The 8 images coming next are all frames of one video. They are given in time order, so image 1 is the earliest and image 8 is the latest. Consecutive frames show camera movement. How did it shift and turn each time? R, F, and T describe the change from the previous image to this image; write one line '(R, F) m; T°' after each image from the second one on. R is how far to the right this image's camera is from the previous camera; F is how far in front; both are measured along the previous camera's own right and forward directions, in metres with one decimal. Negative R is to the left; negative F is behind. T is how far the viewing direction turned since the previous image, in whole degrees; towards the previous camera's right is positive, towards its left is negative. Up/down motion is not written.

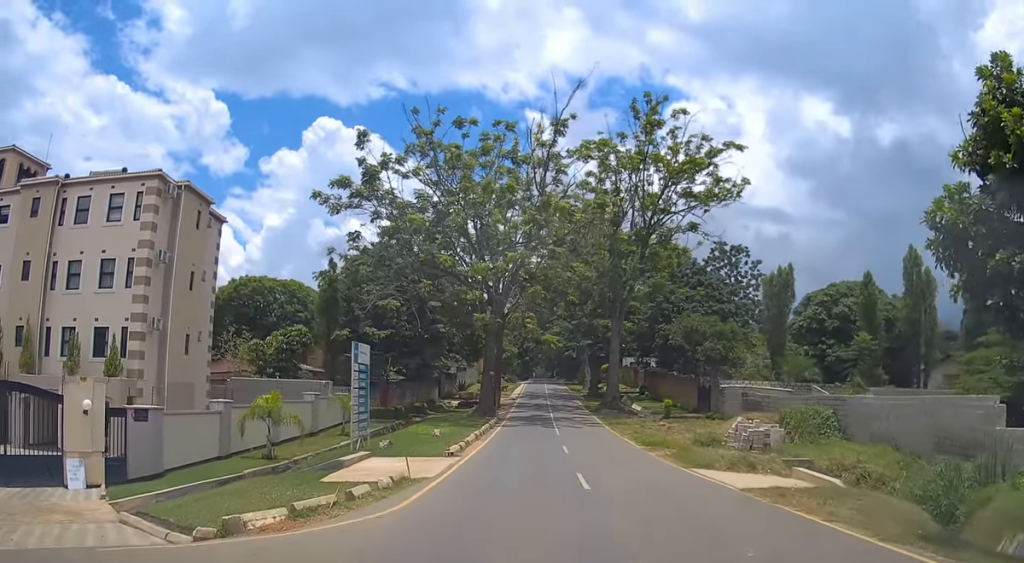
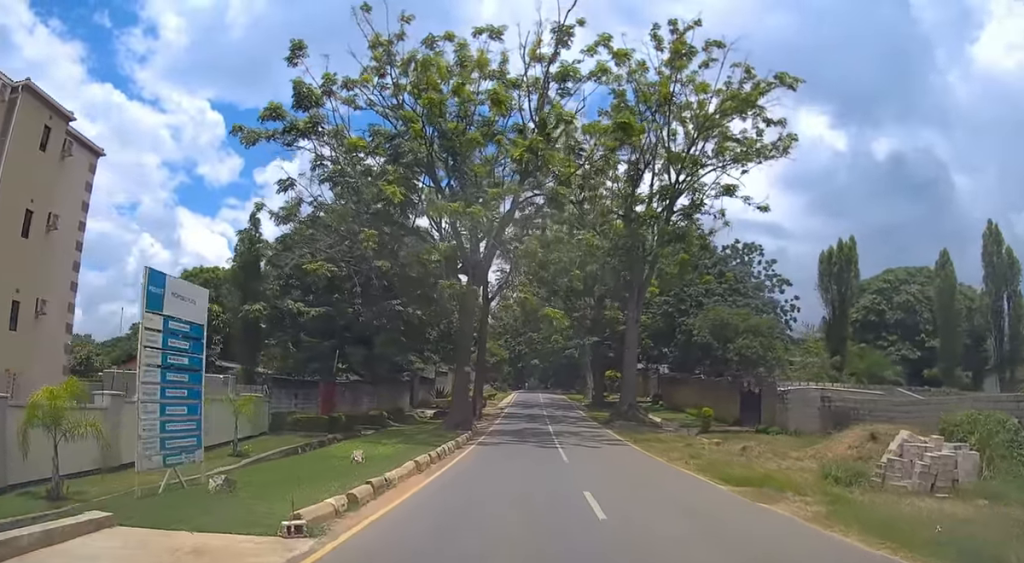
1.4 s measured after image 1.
(-0.1, +12.3) m; -1°
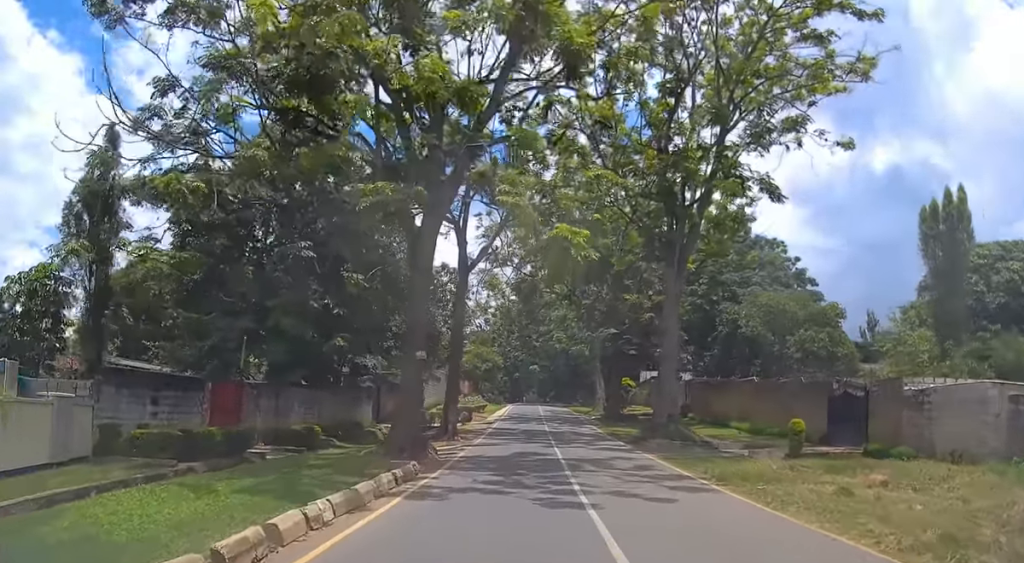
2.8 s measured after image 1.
(0.0, +13.0) m; -1°
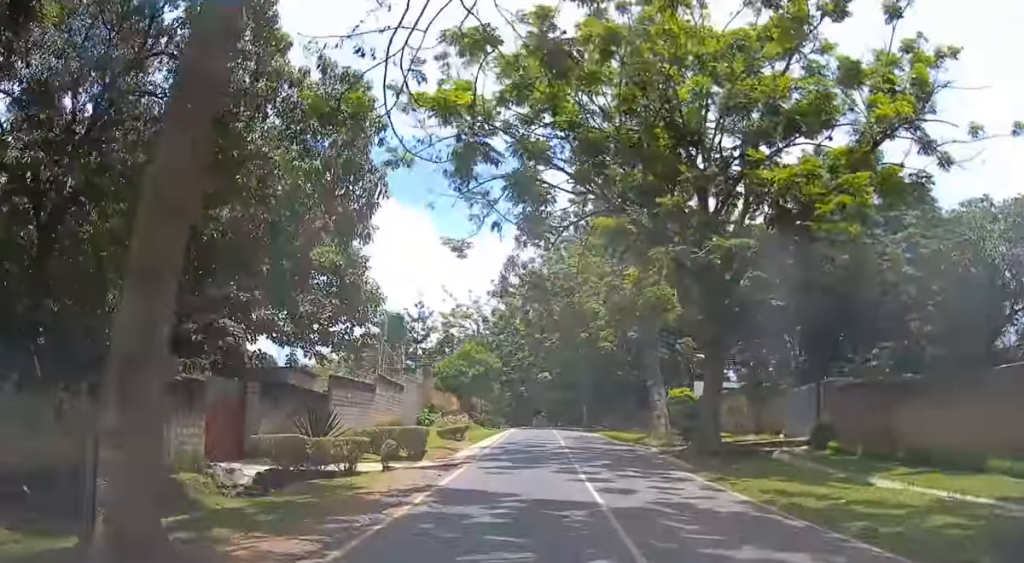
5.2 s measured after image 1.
(-0.6, +25.4) m; 0°
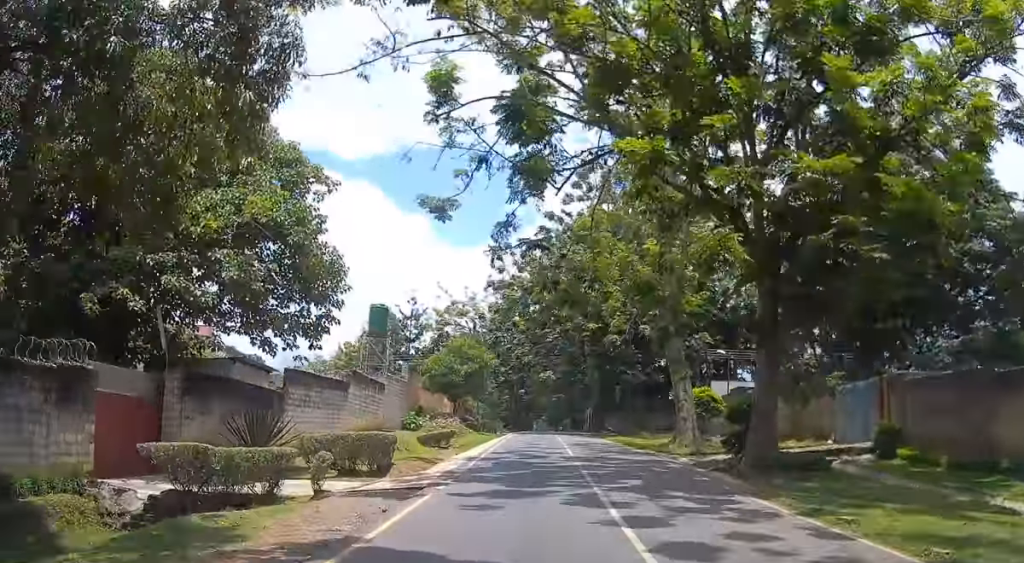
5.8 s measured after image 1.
(+0.2, +5.7) m; +2°
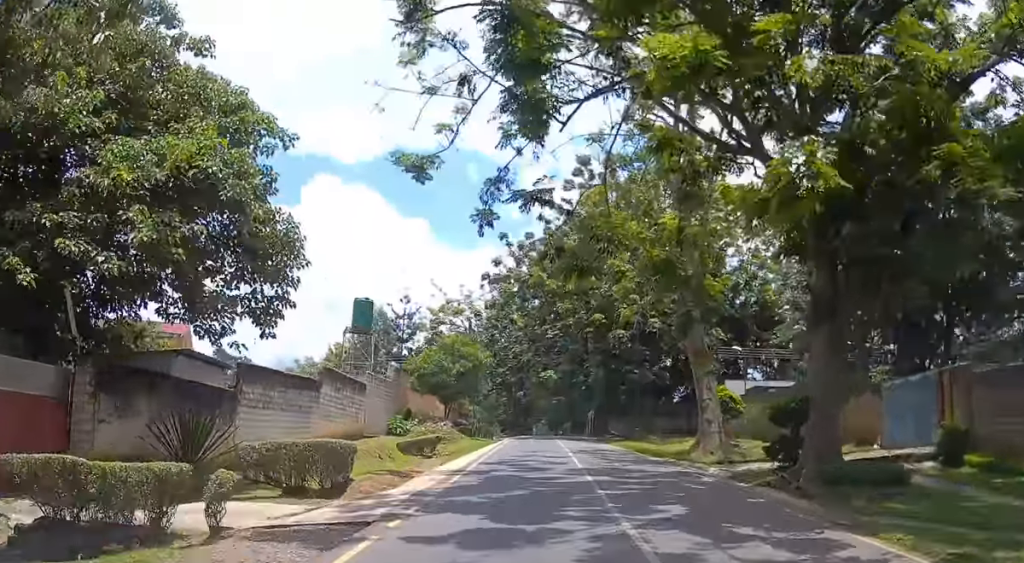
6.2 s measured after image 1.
(+0.1, +4.0) m; +2°
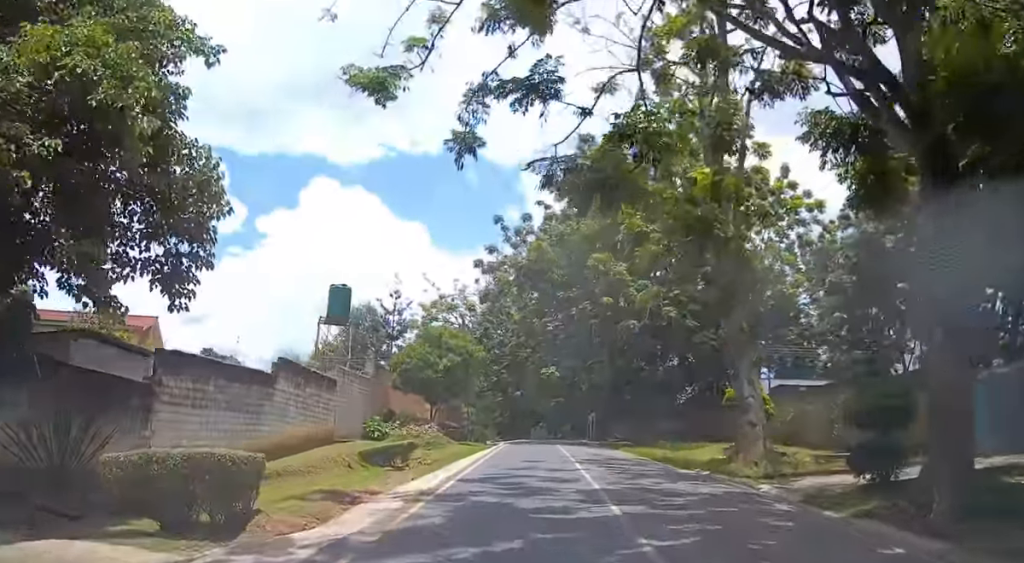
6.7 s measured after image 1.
(+0.1, +4.9) m; 0°
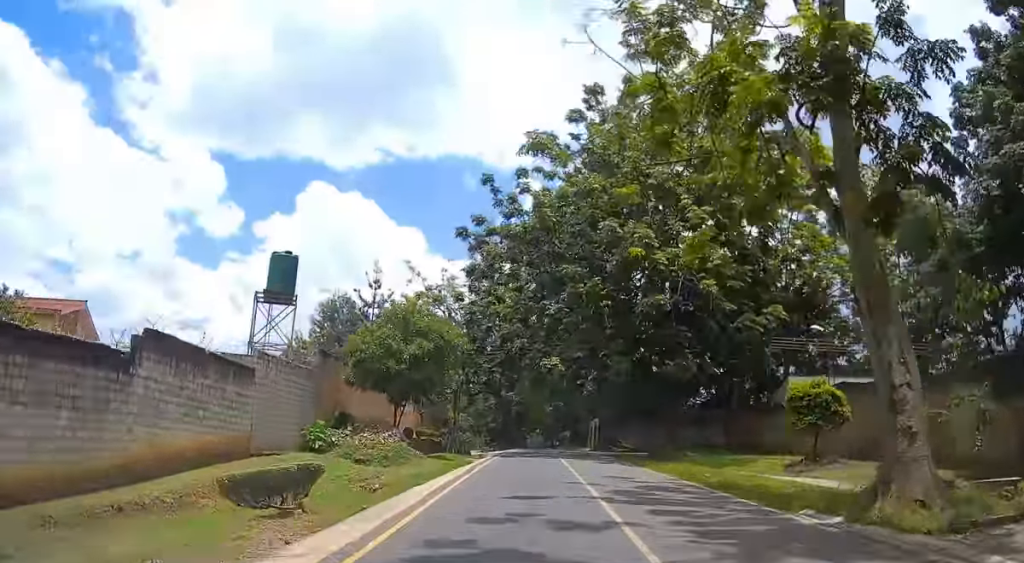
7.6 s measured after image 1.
(0.0, +8.6) m; -1°
